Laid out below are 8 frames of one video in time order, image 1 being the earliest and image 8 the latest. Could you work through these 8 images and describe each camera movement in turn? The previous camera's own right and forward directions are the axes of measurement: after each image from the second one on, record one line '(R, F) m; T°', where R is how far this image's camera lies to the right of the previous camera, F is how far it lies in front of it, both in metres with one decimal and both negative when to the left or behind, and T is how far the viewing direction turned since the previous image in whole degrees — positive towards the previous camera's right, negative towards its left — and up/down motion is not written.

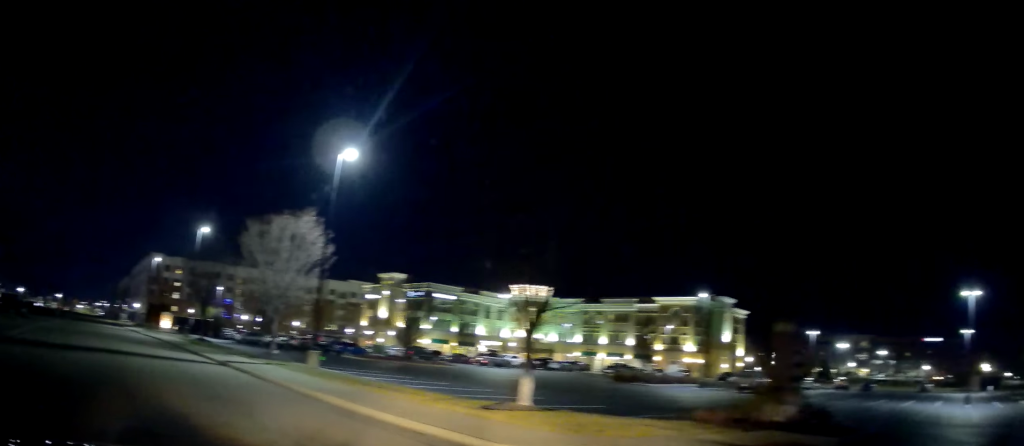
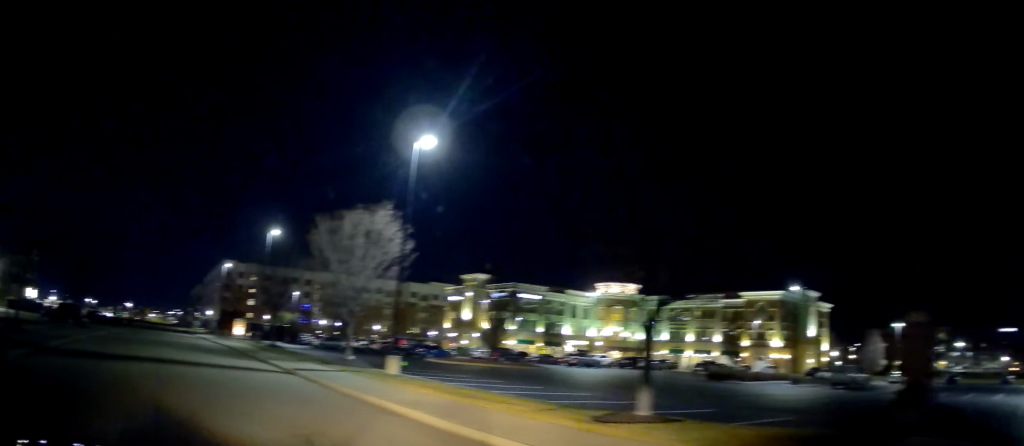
(-0.2, +2.0) m; -6°
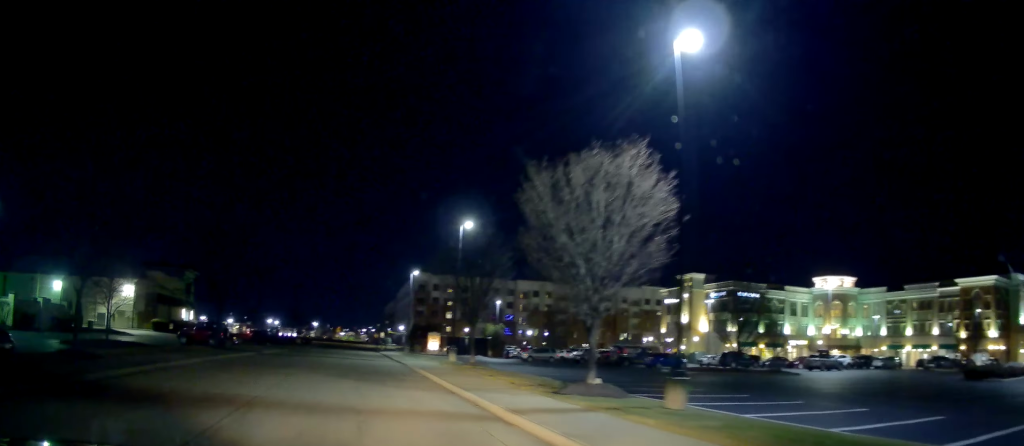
(-1.4, +8.2) m; -18°
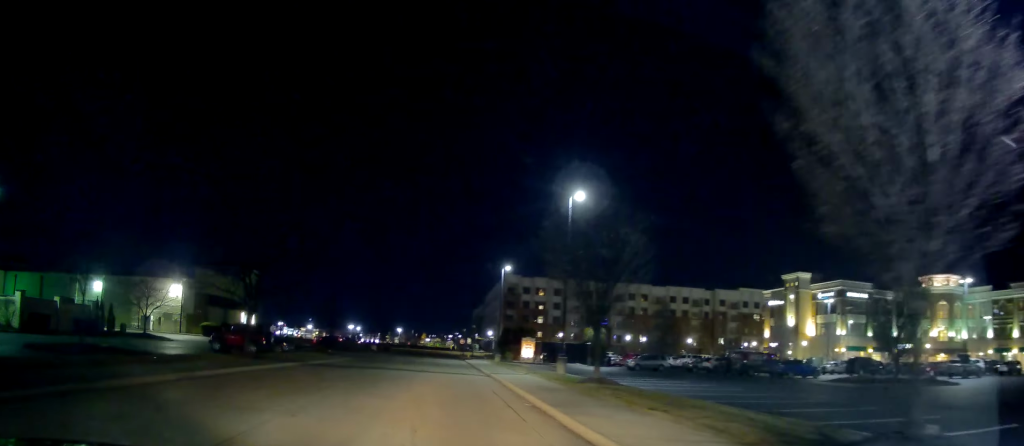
(-1.0, +8.6) m; -8°
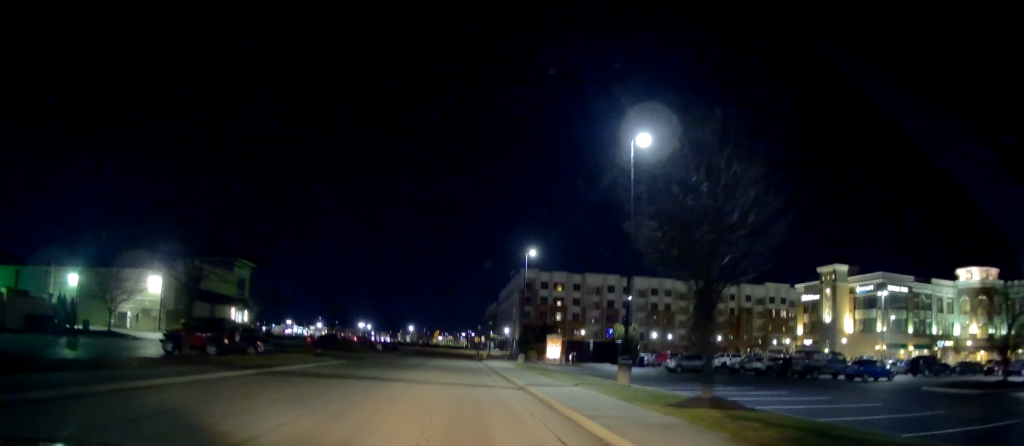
(0.0, +7.9) m; 0°
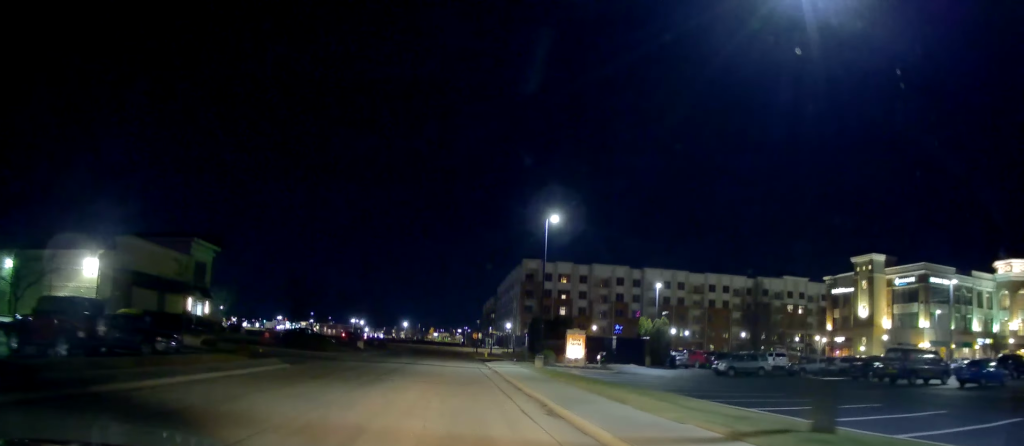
(0.0, +10.8) m; 0°
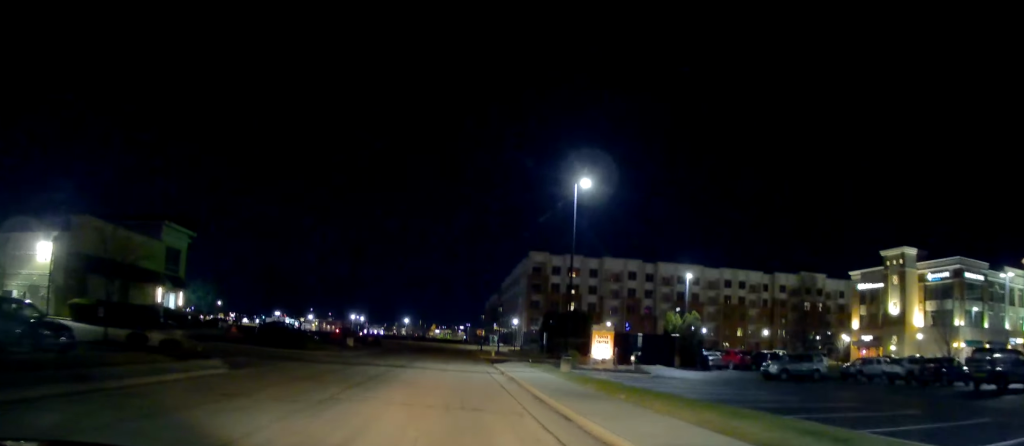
(0.0, +6.7) m; 0°
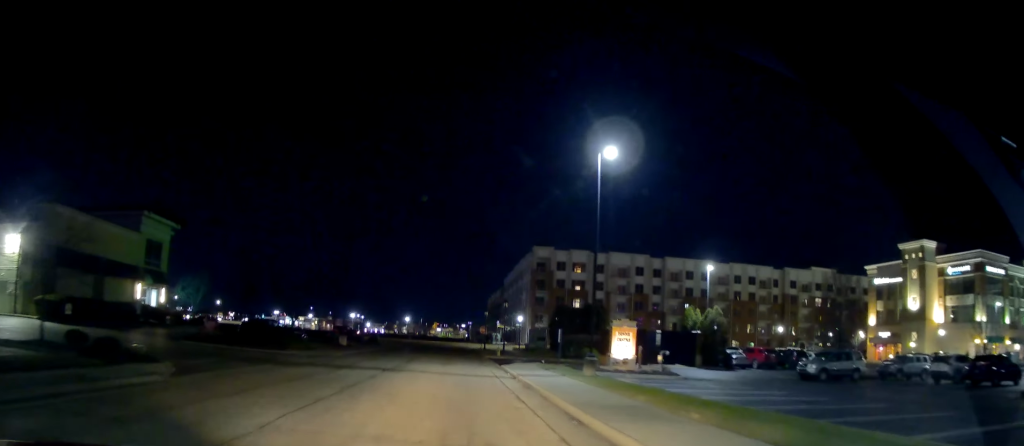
(0.0, +3.9) m; -1°
